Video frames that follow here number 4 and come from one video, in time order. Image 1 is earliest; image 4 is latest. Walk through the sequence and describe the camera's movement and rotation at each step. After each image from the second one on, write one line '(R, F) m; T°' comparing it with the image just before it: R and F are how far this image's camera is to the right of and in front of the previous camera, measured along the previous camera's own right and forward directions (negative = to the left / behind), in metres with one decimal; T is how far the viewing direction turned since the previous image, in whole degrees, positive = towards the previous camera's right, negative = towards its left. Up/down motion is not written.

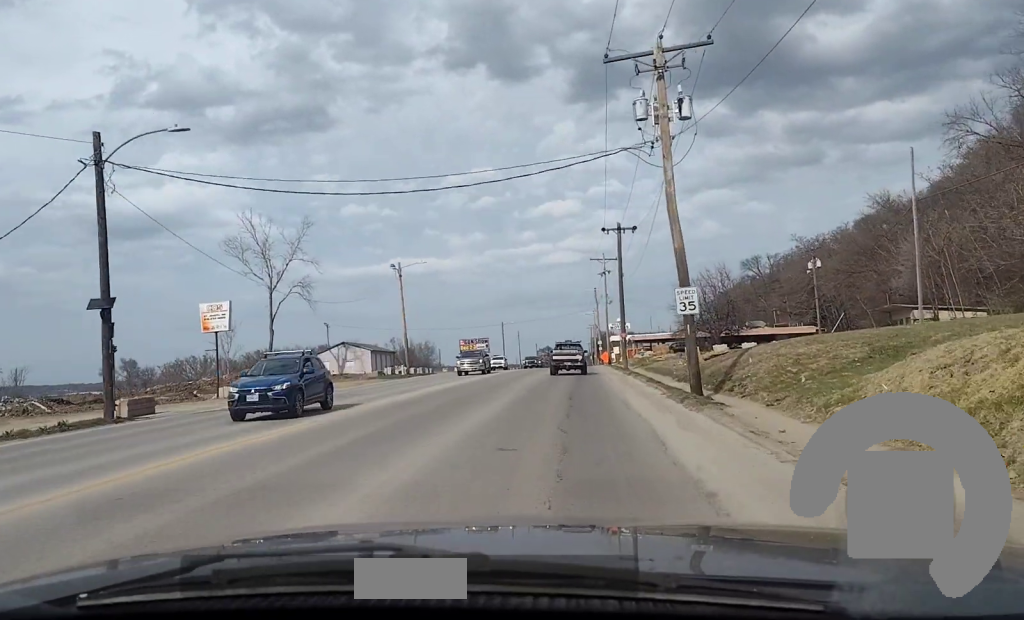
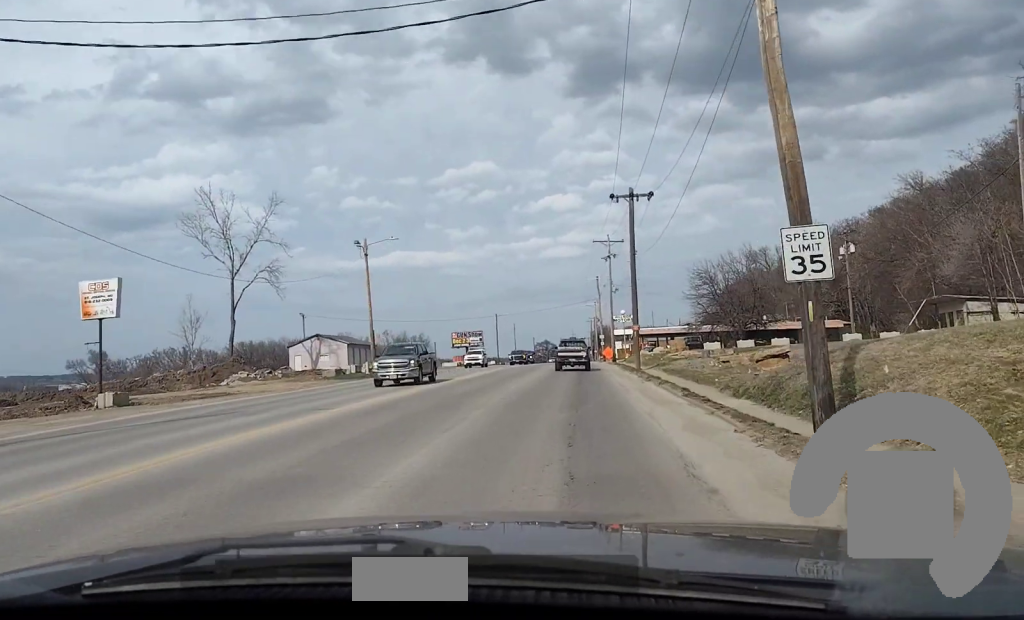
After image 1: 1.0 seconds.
(0.0, +12.0) m; +1°
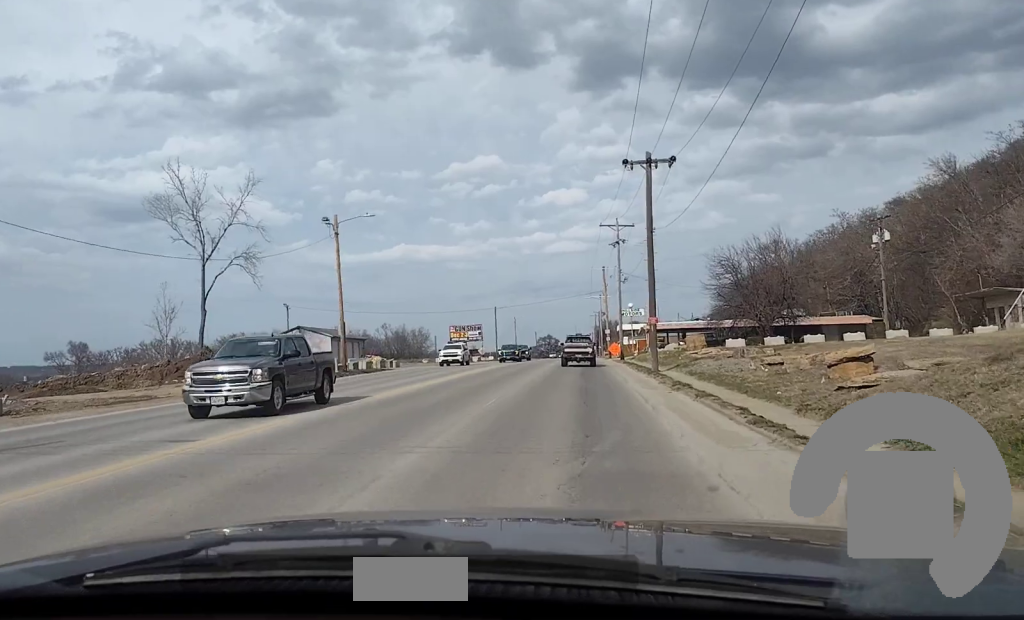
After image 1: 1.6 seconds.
(+0.1, +8.2) m; +1°
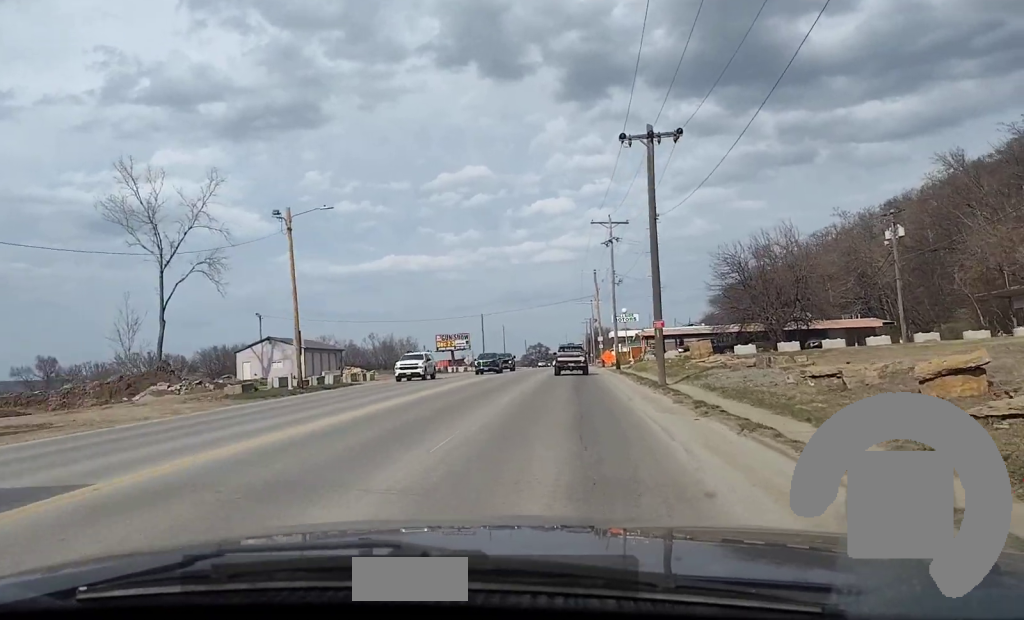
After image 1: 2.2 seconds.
(0.0, +6.6) m; +1°
